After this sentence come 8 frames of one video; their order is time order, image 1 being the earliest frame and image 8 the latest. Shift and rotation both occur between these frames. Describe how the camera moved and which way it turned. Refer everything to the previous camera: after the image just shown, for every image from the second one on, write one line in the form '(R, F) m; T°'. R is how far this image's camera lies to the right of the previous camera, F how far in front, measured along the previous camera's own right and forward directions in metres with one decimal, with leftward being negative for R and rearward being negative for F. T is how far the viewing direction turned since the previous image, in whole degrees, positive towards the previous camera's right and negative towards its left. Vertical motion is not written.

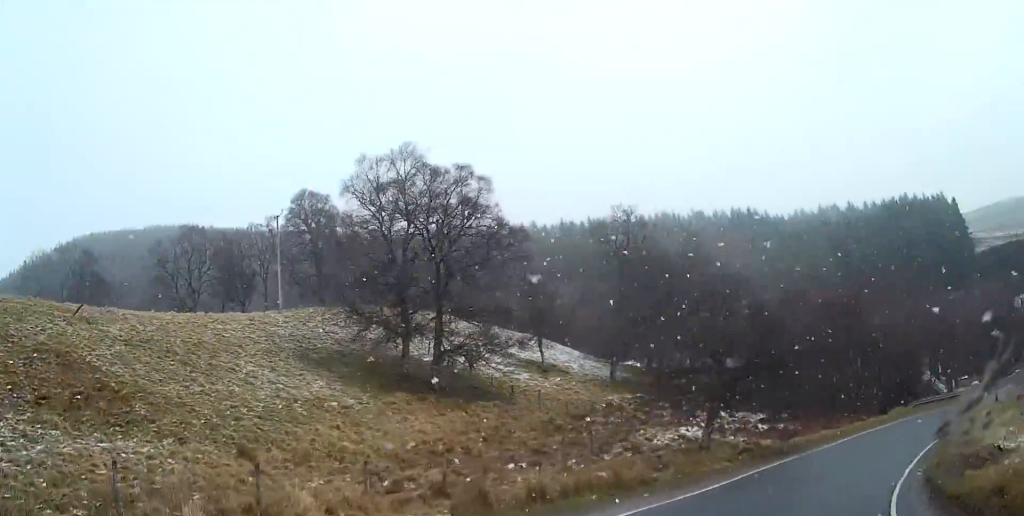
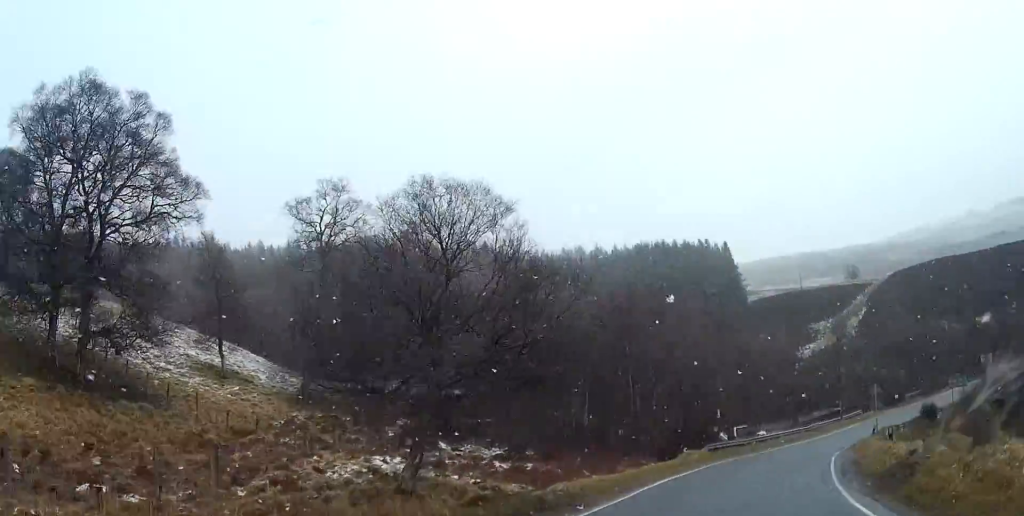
(+2.2, +10.8) m; +19°
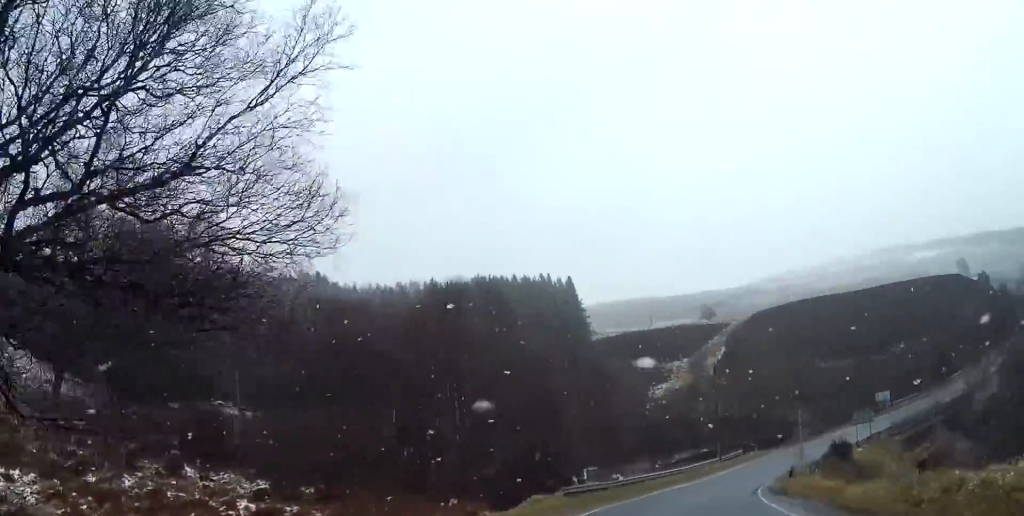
(+1.3, +10.3) m; +12°
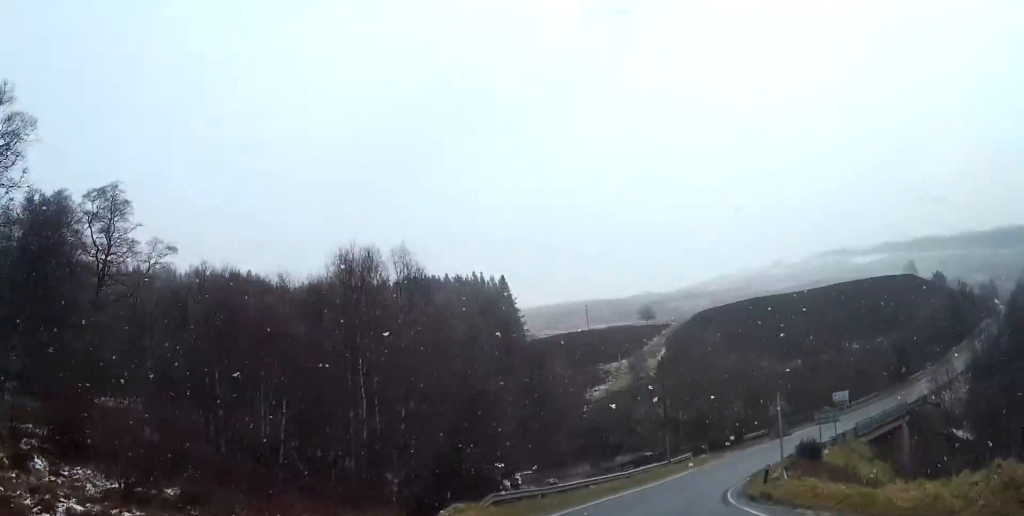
(+0.1, +5.1) m; +5°
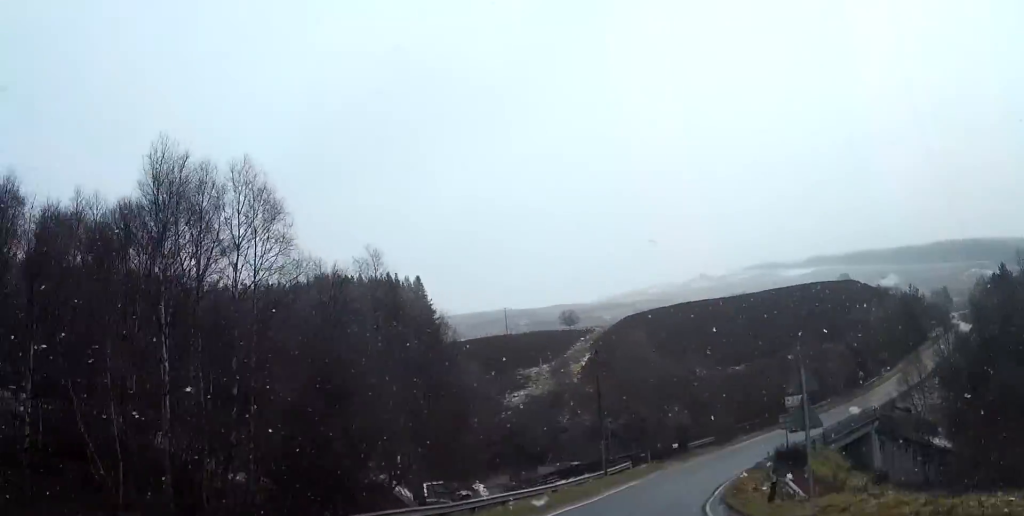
(+0.7, +9.3) m; +6°
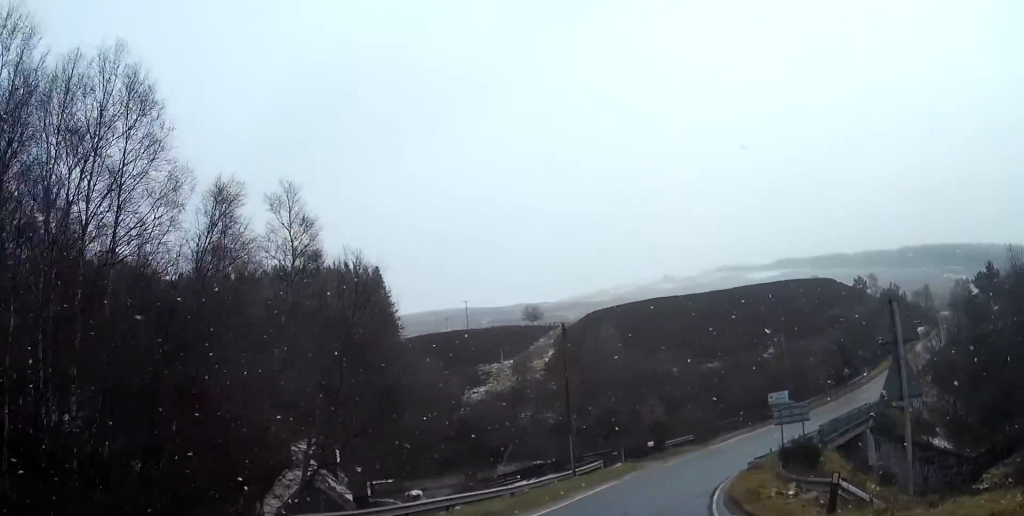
(+0.3, +6.2) m; +3°
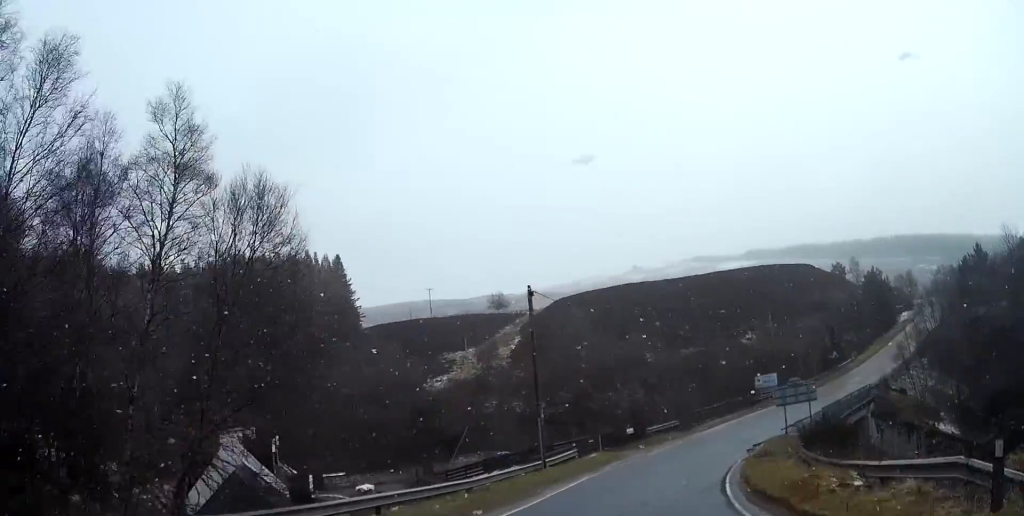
(+0.1, +5.8) m; +3°
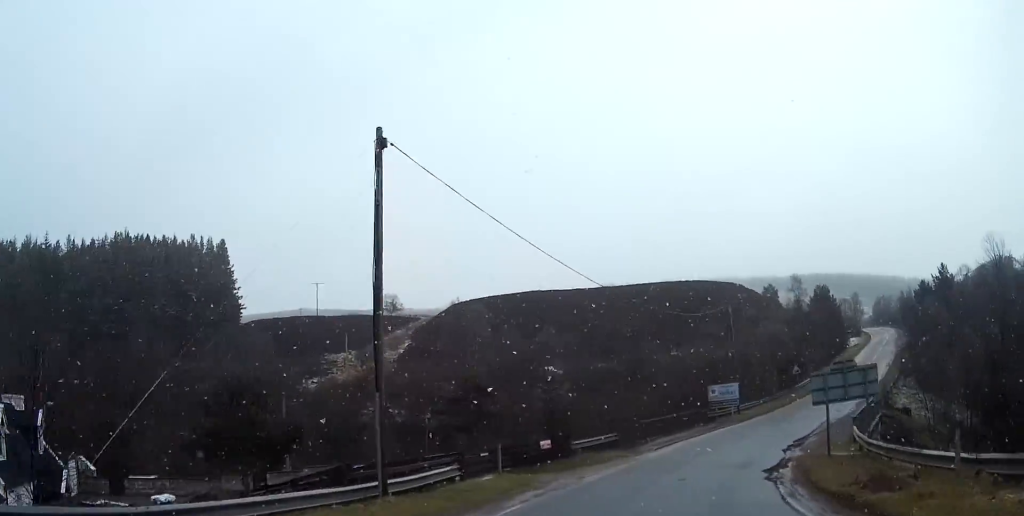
(+0.9, +15.7) m; +9°
